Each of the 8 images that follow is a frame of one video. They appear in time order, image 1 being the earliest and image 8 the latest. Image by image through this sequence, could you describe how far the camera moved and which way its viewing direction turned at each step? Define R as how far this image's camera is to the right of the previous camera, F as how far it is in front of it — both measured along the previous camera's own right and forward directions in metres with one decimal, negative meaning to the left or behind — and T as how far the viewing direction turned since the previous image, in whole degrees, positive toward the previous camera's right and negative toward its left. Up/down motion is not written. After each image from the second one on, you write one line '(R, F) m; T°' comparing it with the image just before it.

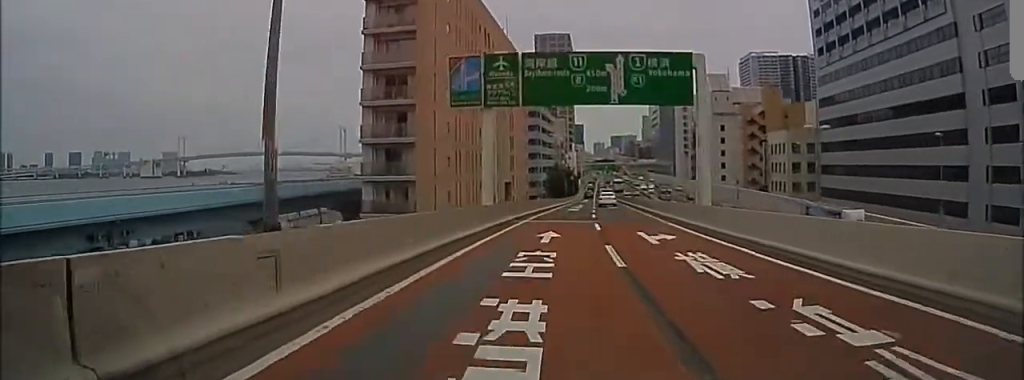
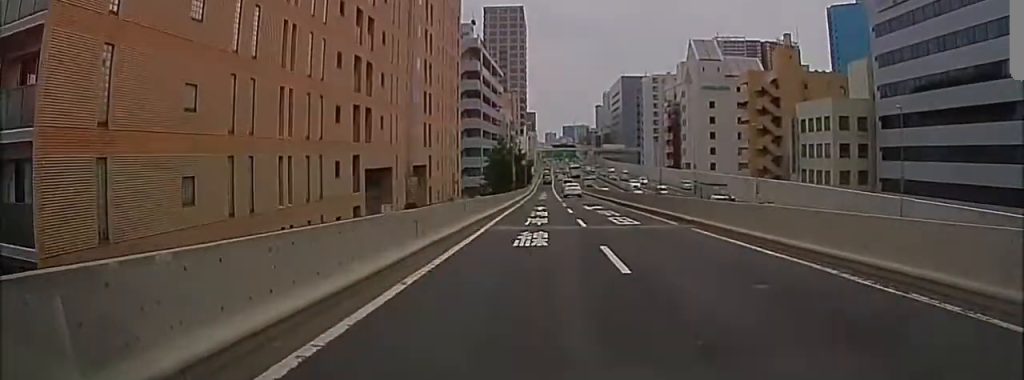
(+5.4, +31.0) m; +17°
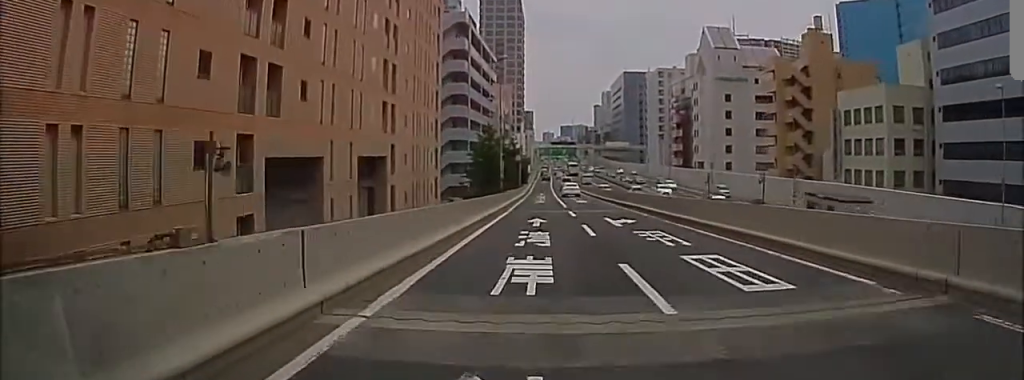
(+2.3, +13.1) m; -3°
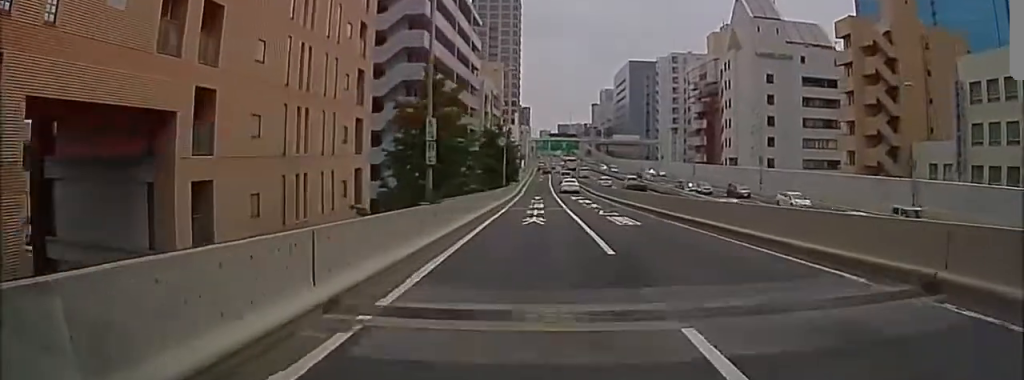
(-6.8, +26.0) m; -9°
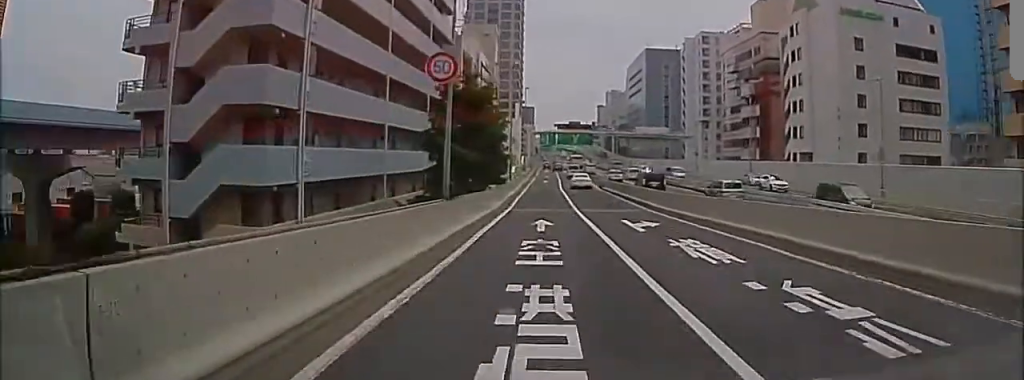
(+6.4, +29.2) m; +11°
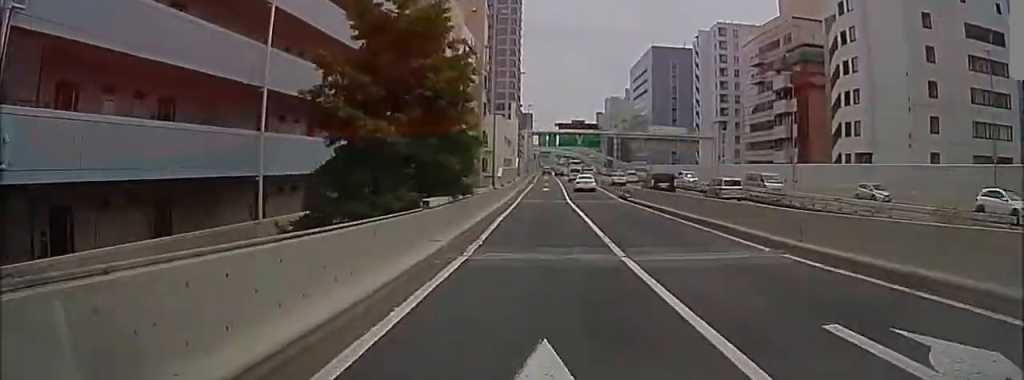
(-1.4, +15.2) m; -8°
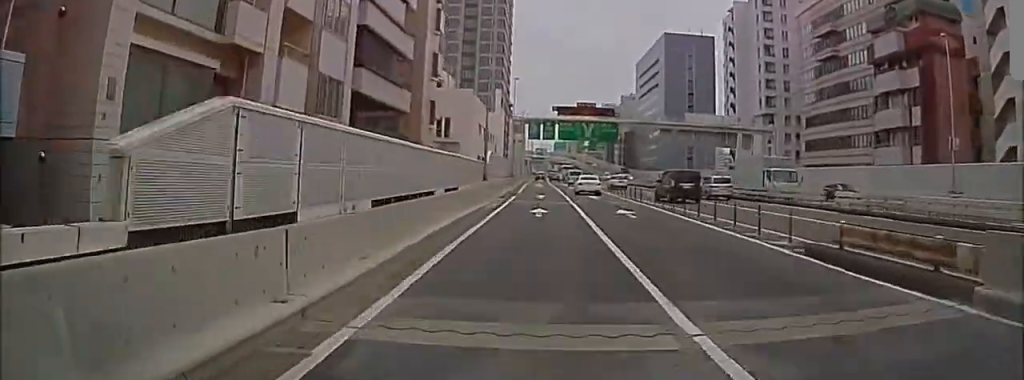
(-5.3, +33.6) m; +6°
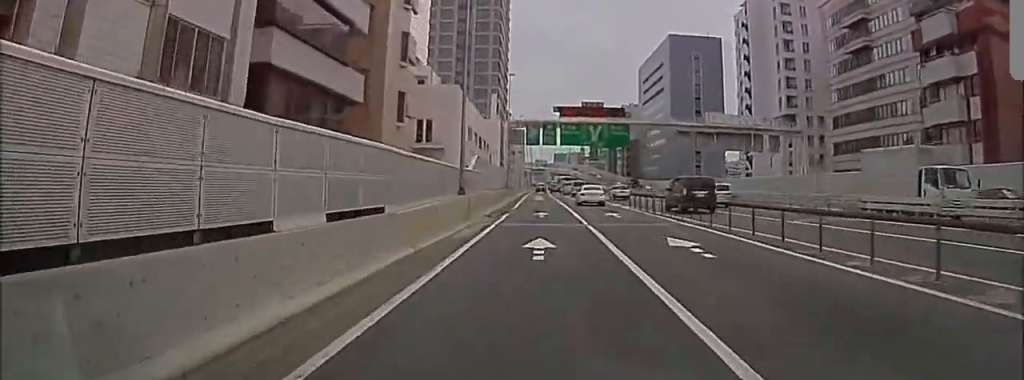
(+2.1, +9.2) m; +1°
